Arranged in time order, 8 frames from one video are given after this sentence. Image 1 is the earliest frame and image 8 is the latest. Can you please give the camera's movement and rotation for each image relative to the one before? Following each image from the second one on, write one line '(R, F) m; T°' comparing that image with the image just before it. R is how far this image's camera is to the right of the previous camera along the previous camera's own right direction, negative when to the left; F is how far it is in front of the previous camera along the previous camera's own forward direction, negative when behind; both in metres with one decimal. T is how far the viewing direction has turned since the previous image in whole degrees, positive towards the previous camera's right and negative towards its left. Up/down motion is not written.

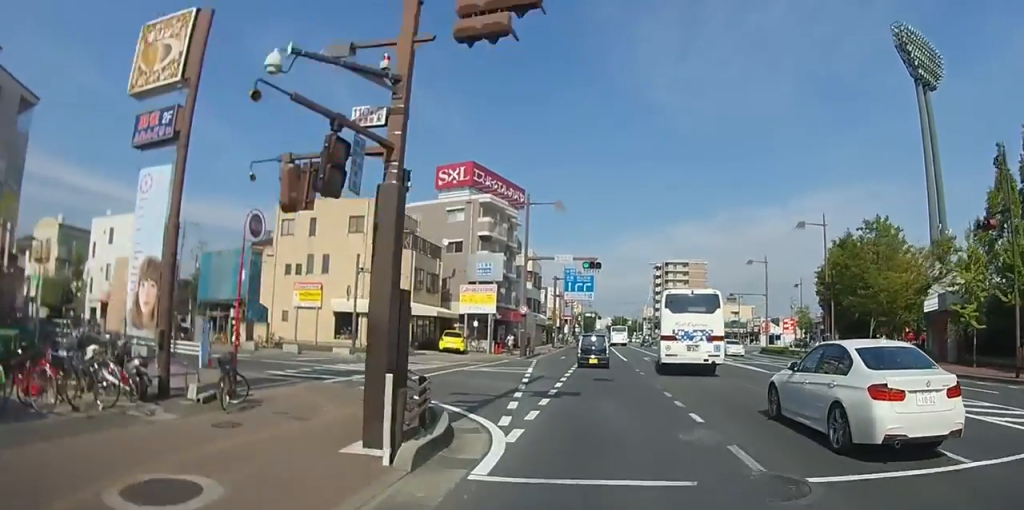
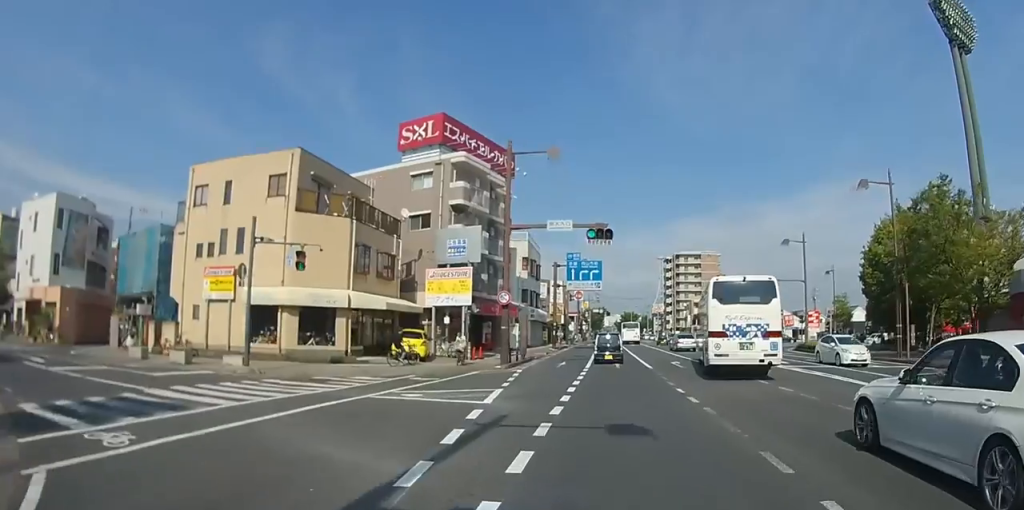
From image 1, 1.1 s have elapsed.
(0.0, +8.9) m; -1°
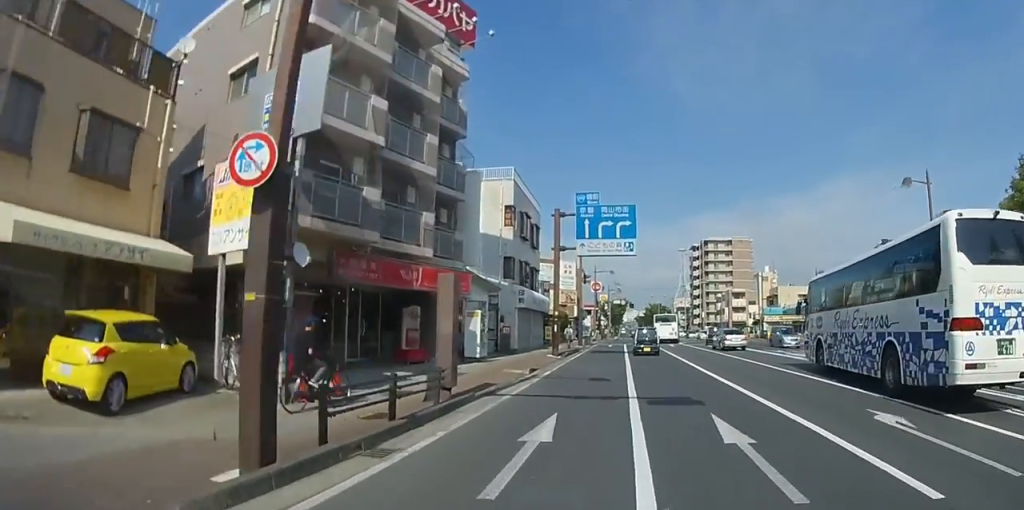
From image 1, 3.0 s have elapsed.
(-0.4, +17.4) m; -2°
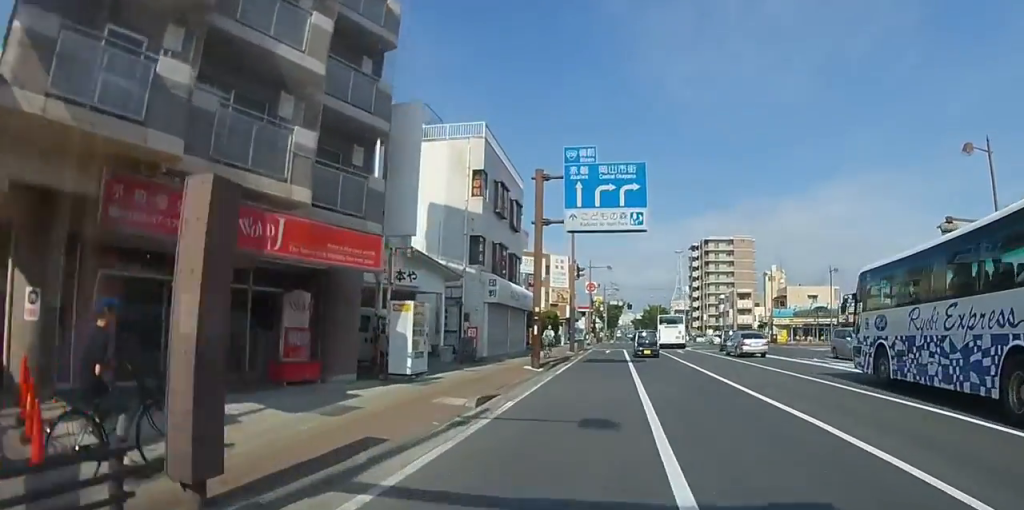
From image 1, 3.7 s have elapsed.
(0.0, +6.7) m; 0°
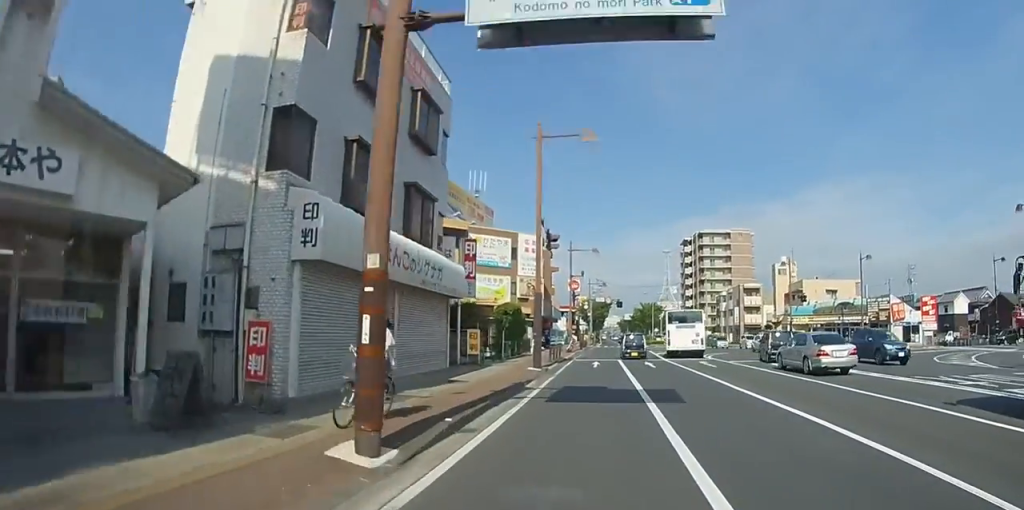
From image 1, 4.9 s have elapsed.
(+0.1, +13.2) m; +1°
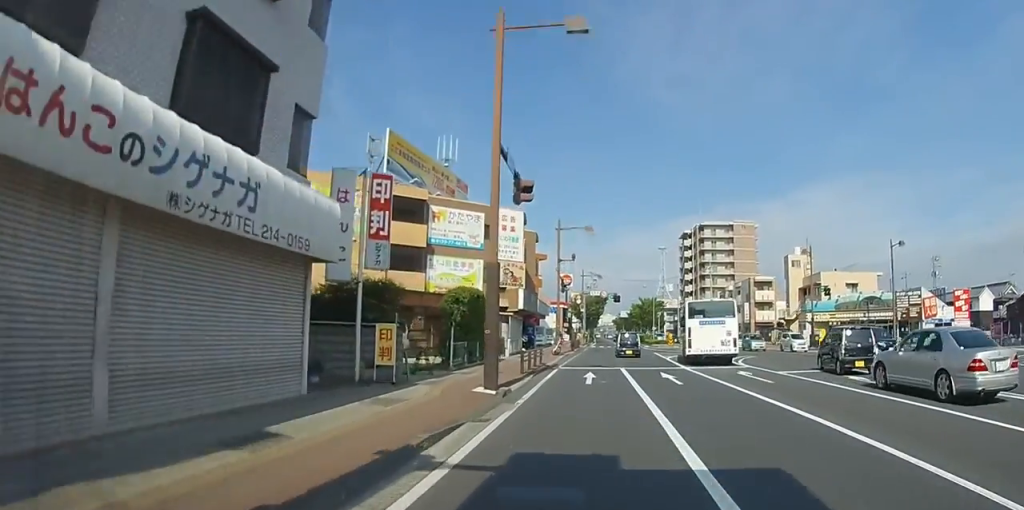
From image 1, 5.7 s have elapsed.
(+0.1, +8.3) m; 0°
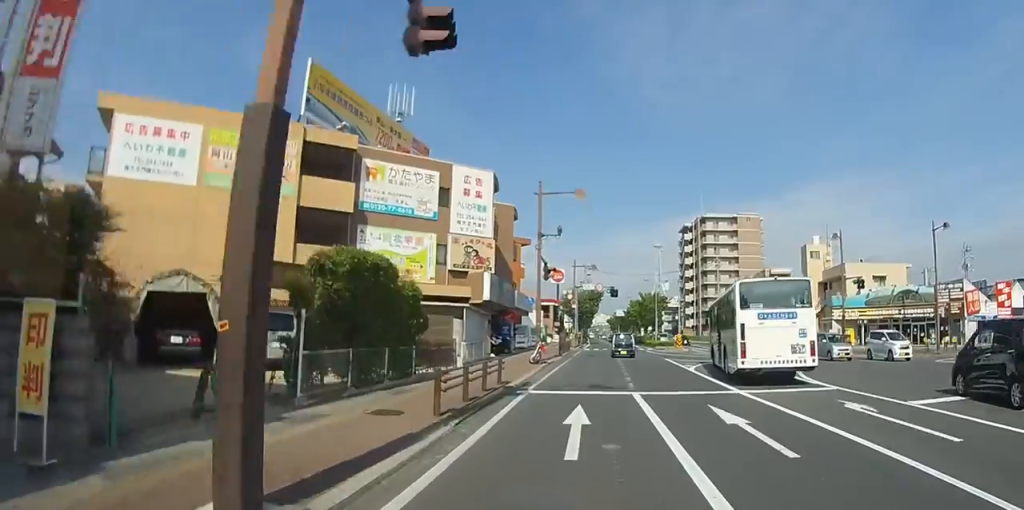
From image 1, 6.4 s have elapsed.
(0.0, +8.9) m; 0°
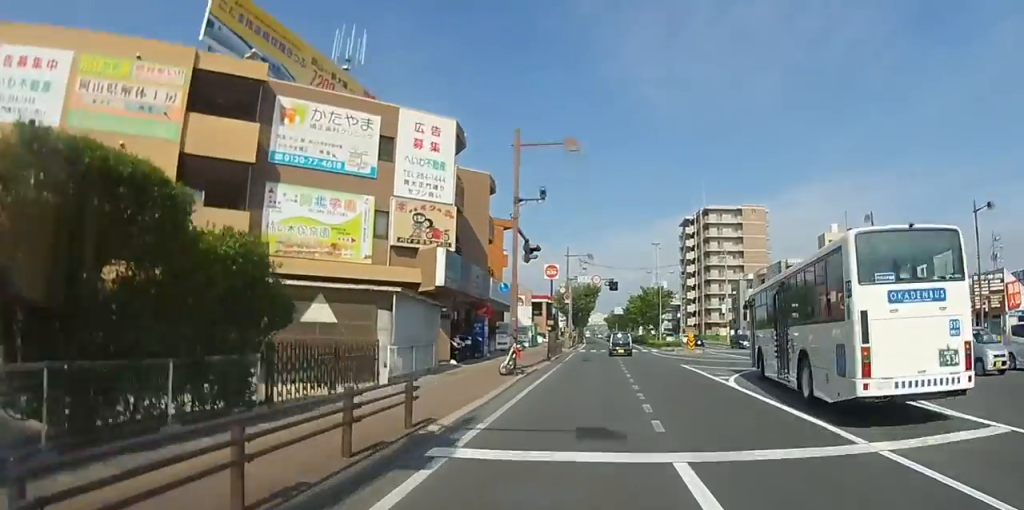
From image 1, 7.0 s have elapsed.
(0.0, +7.1) m; 0°
